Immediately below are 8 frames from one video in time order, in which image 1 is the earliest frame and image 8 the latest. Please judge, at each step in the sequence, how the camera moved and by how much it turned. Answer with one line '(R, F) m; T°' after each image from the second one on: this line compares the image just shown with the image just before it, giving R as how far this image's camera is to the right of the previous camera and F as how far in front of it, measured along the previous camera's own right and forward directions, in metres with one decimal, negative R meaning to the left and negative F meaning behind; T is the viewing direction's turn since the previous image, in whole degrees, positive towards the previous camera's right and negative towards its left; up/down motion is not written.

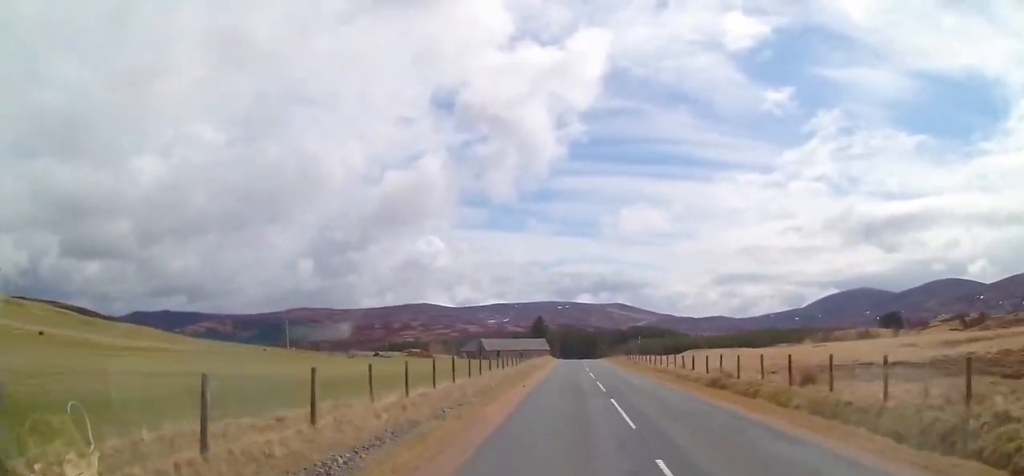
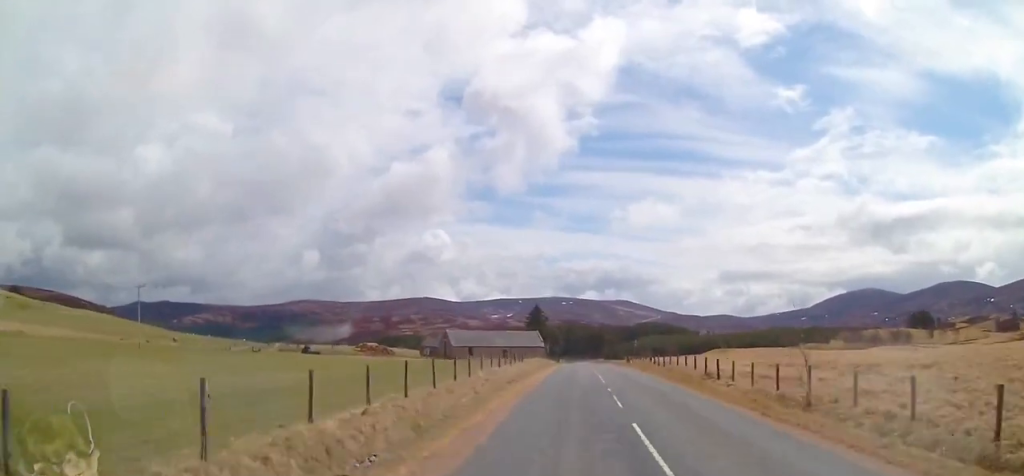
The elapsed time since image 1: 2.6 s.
(-0.2, +44.1) m; 0°
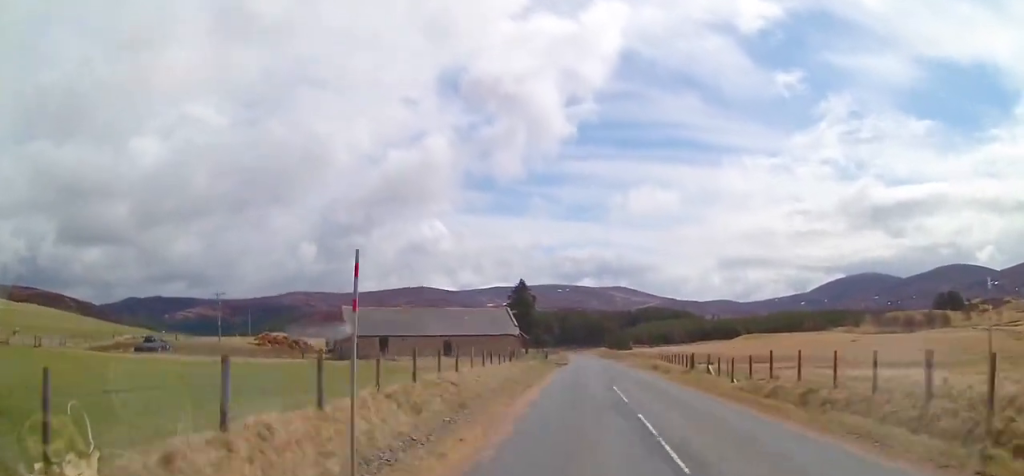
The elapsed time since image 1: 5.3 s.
(-0.1, +45.5) m; 0°
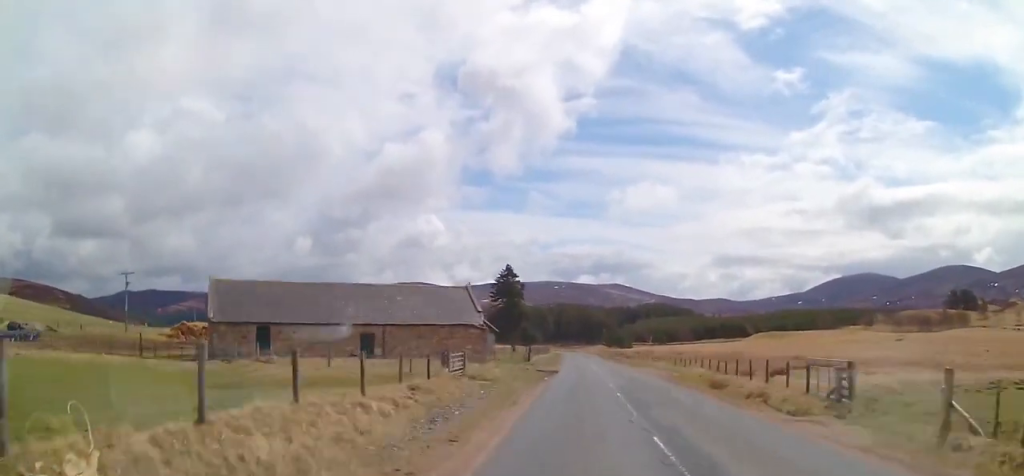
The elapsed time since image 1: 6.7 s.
(+0.1, +22.3) m; +1°
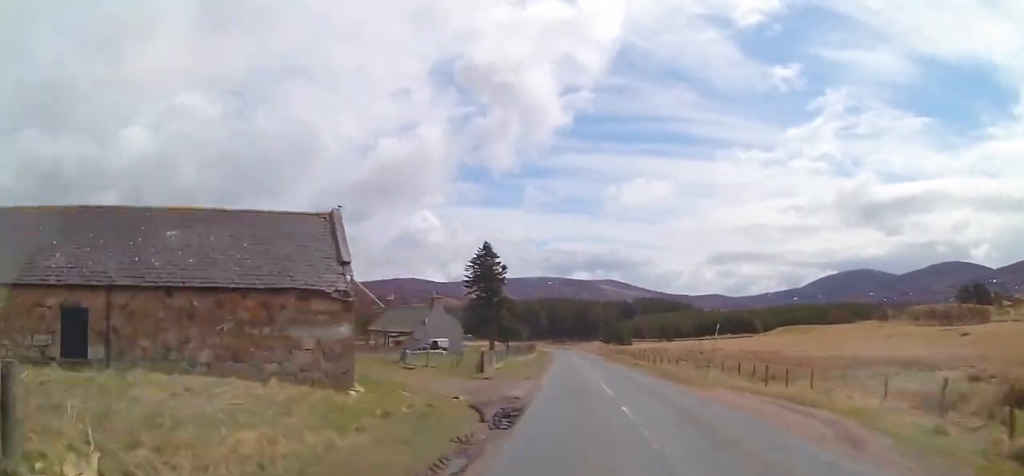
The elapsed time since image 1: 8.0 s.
(+0.2, +23.3) m; 0°
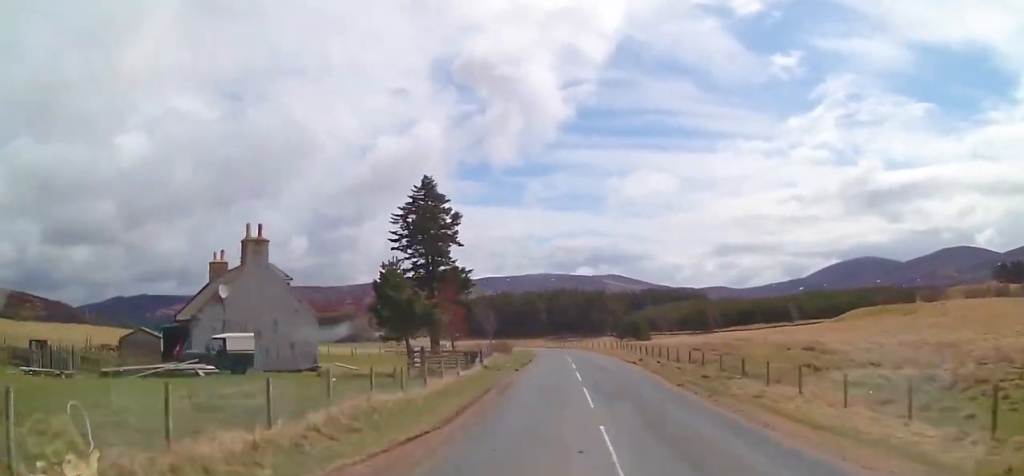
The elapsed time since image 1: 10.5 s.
(+0.4, +41.3) m; -1°
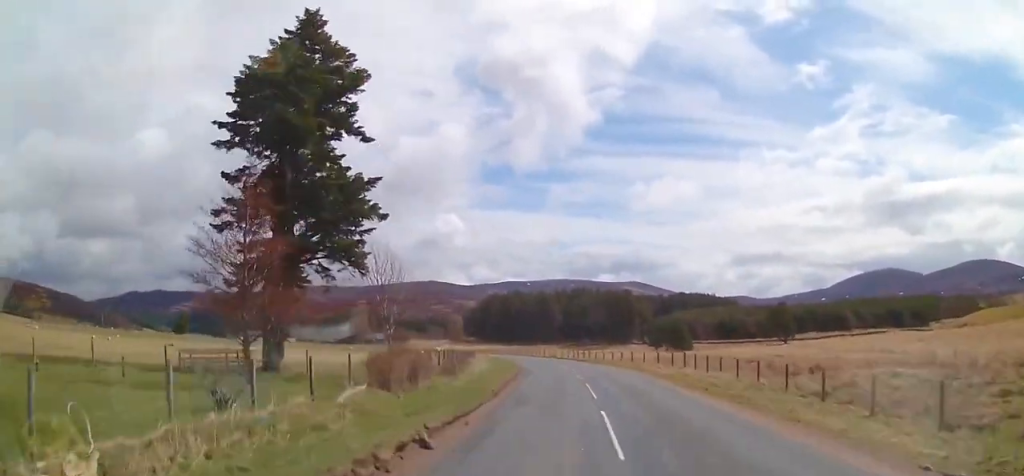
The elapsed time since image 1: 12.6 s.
(-0.5, +34.9) m; -4°
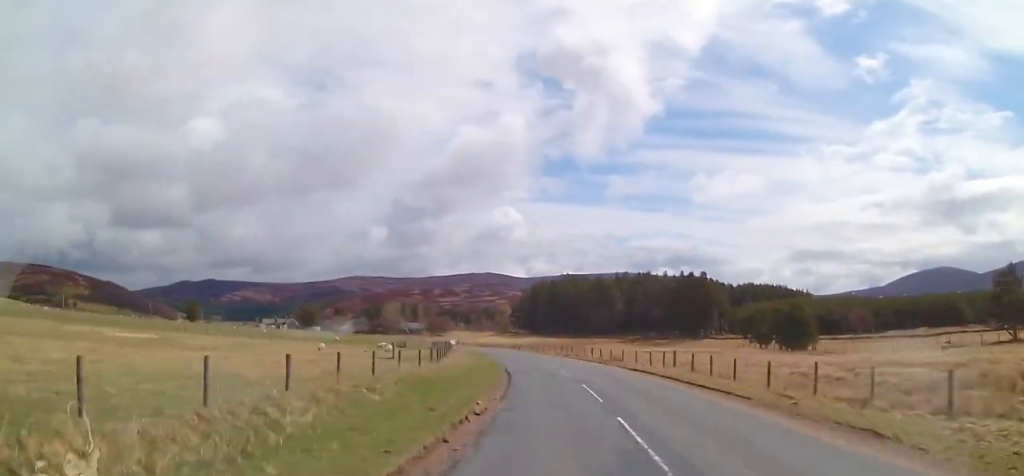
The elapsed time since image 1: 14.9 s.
(-2.3, +38.2) m; -7°
